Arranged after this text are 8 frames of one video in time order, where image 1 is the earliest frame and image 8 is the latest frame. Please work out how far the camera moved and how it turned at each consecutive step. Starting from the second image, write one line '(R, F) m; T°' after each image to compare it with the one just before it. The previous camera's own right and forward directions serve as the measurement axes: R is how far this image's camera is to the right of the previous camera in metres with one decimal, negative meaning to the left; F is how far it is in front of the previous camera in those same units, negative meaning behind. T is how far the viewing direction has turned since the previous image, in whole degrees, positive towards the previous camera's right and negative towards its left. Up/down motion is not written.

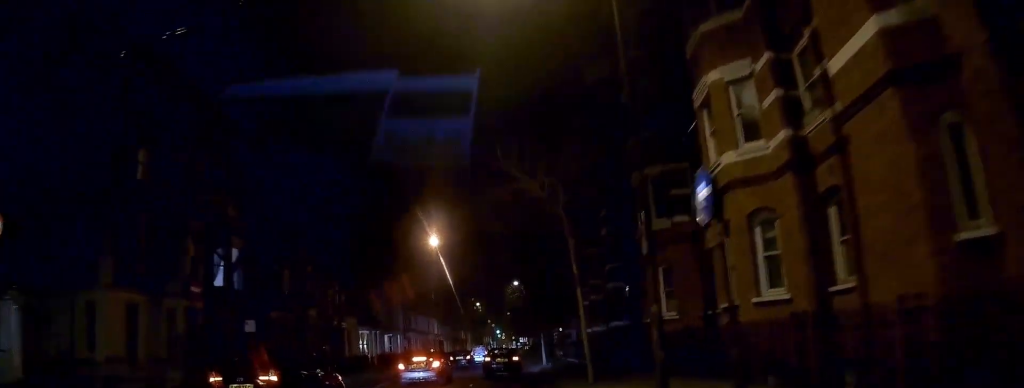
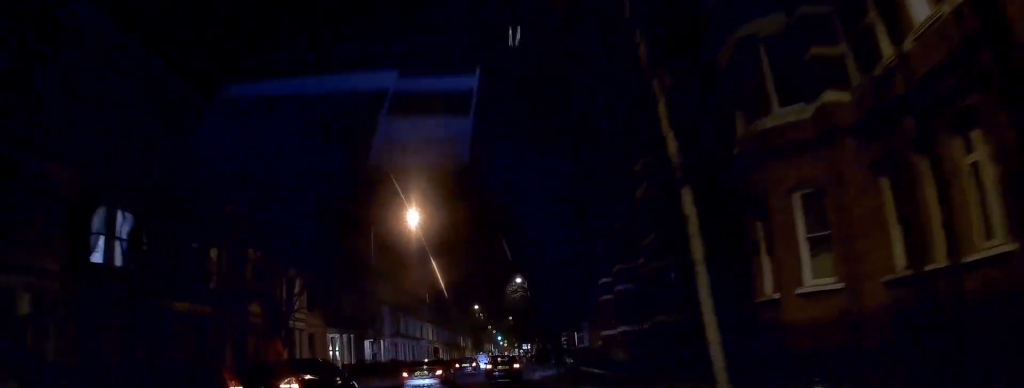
(-0.1, +11.1) m; 0°
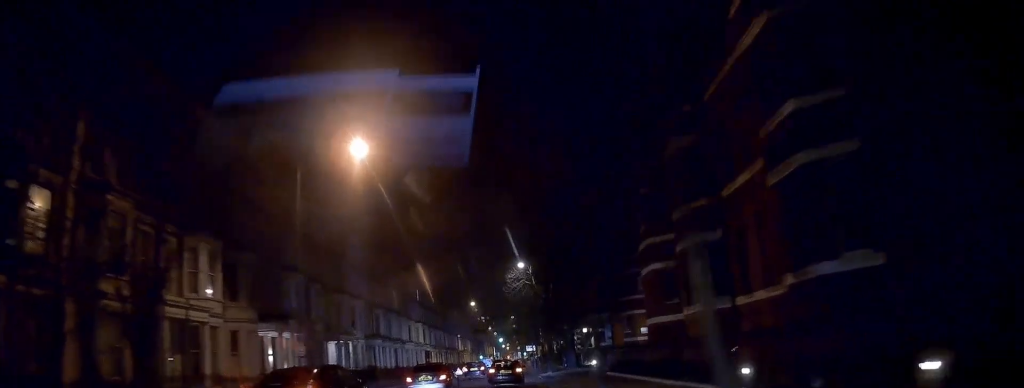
(-0.1, +13.6) m; 0°
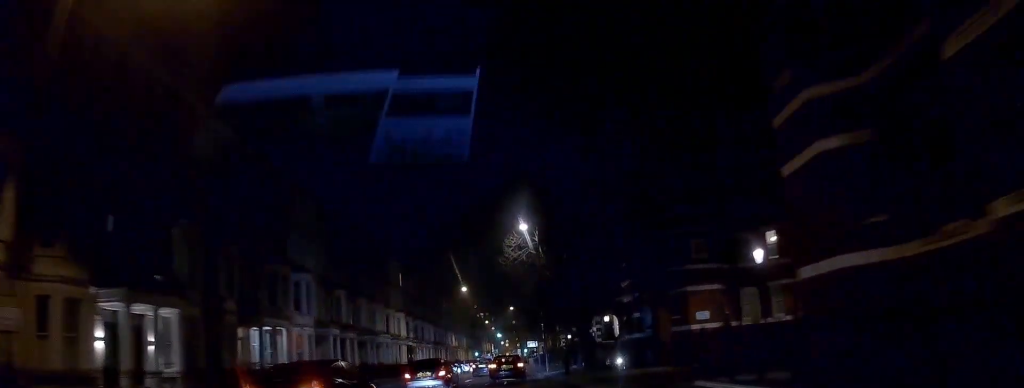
(0.0, +15.4) m; -1°
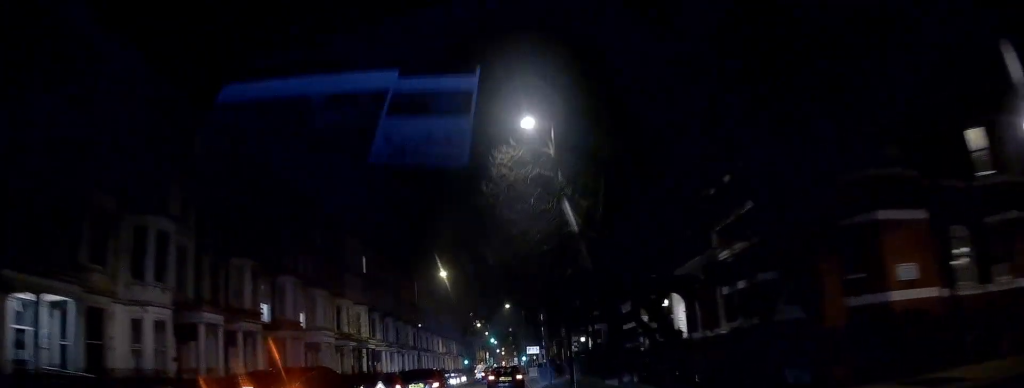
(-0.1, +19.7) m; 0°
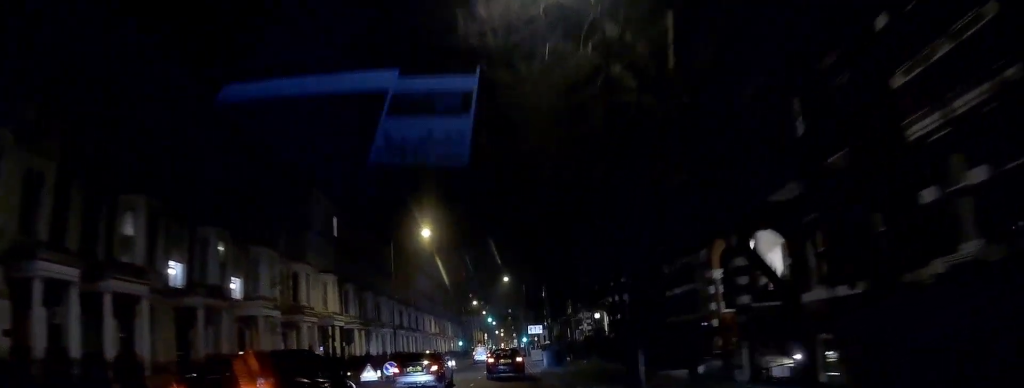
(+0.1, +11.2) m; 0°
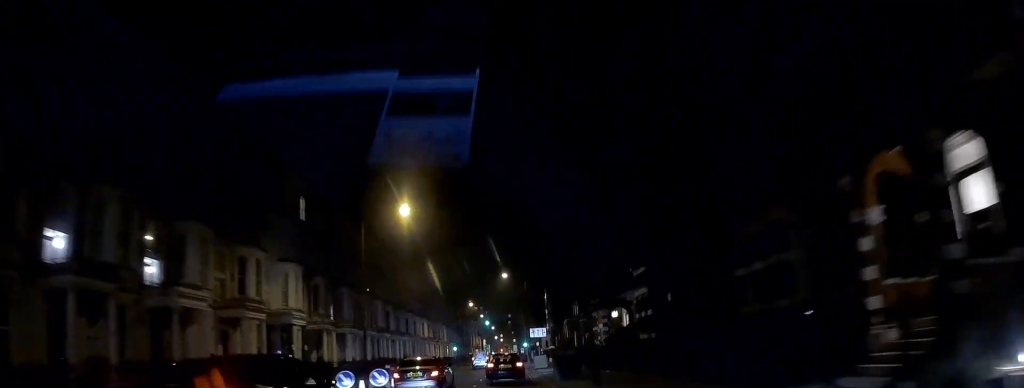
(0.0, +9.1) m; 0°
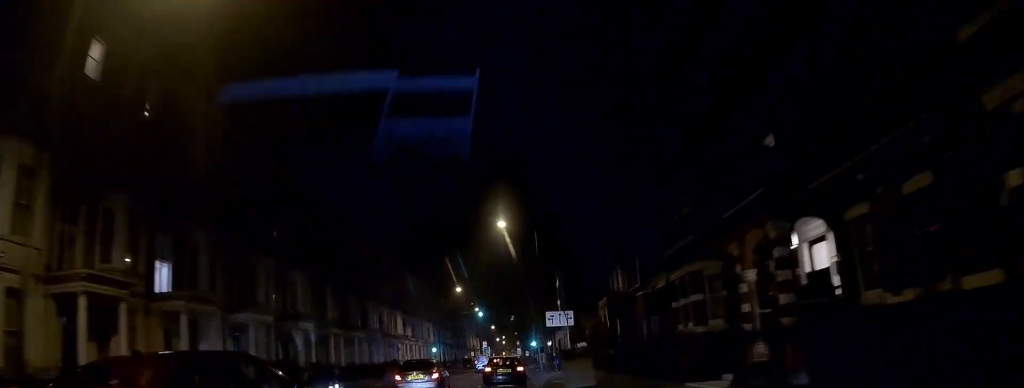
(-0.1, +27.4) m; 0°
